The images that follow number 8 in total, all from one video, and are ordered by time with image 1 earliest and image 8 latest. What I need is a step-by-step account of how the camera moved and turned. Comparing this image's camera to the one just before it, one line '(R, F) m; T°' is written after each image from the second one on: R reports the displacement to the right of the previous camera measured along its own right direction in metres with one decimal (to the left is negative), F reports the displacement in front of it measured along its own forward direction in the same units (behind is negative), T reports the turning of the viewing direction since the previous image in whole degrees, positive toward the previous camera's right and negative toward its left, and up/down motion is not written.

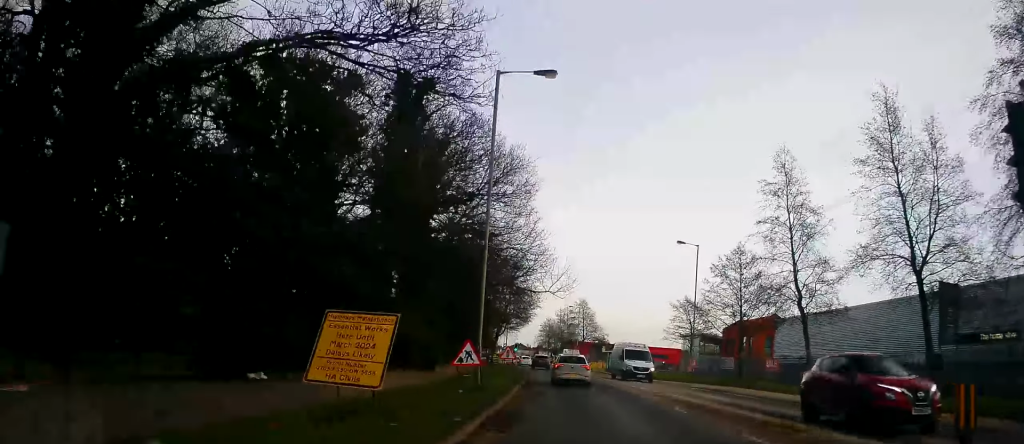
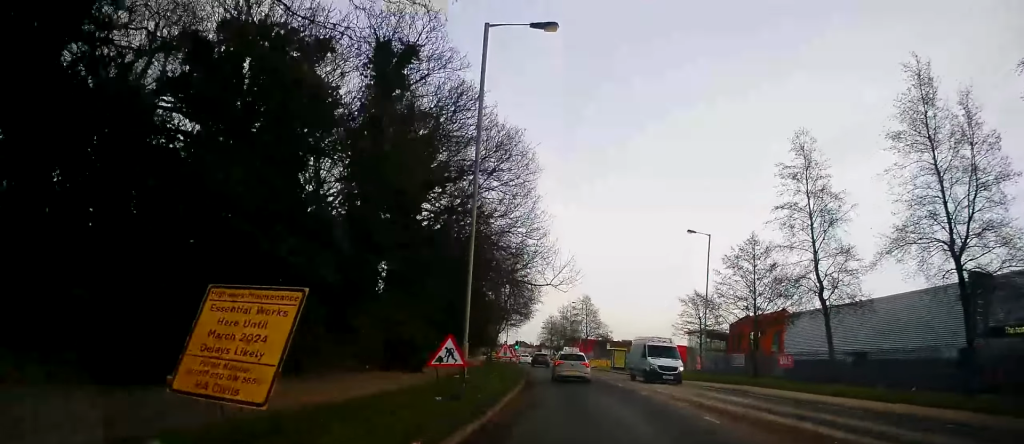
(0.0, +2.9) m; 0°
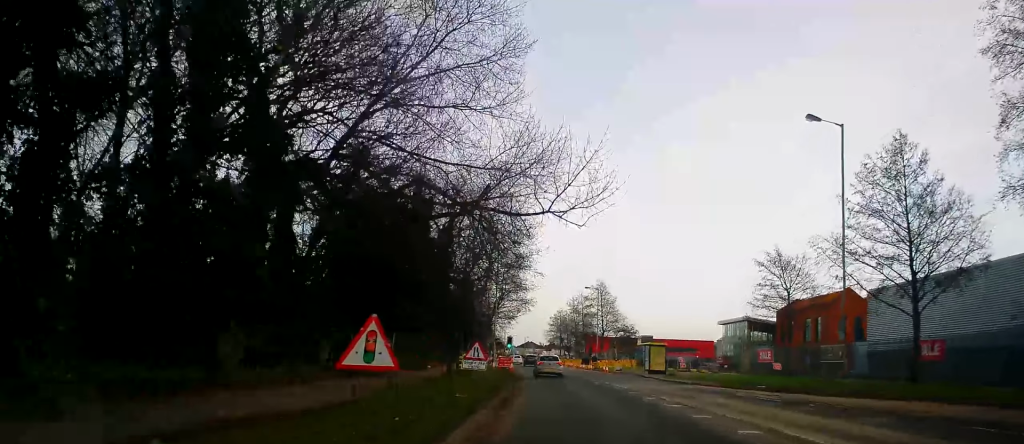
(-0.4, +20.6) m; -3°
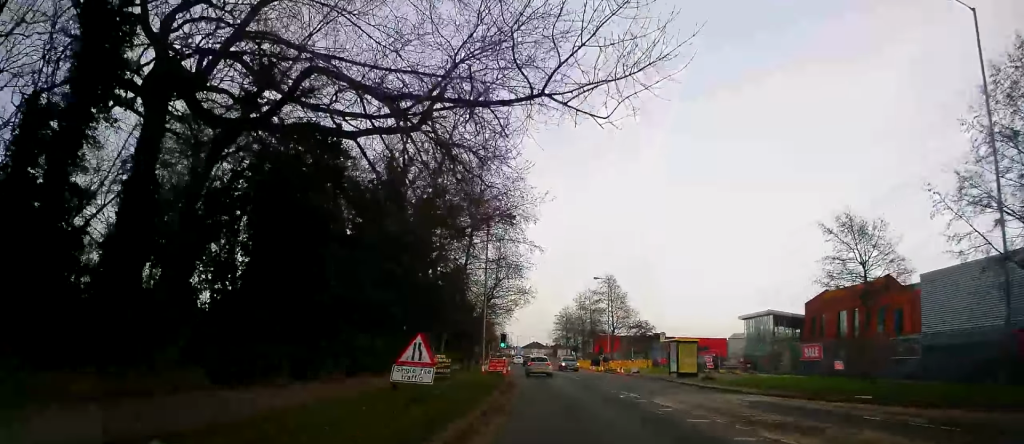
(-0.1, +9.1) m; -1°
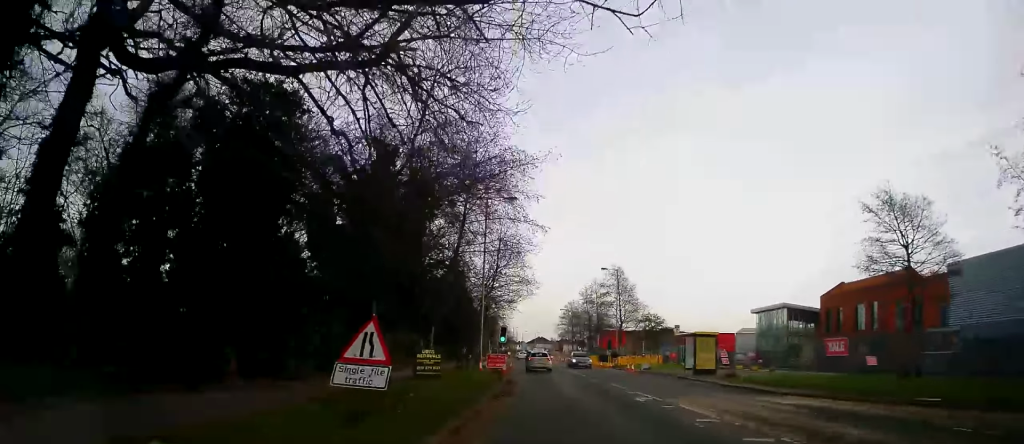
(0.0, +3.4) m; 0°
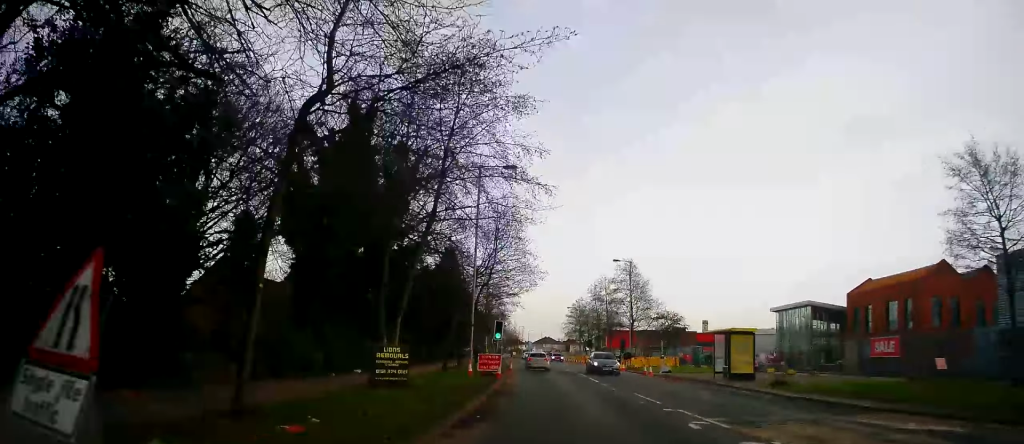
(-0.1, +5.7) m; -1°
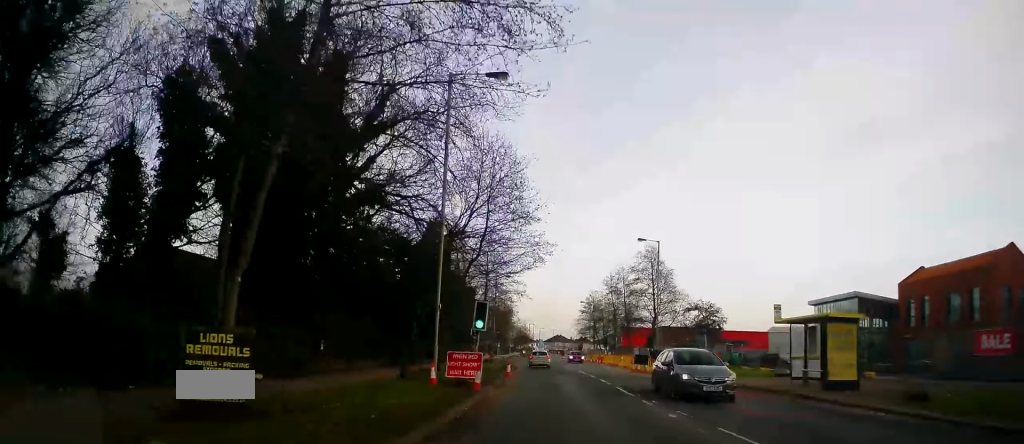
(0.0, +9.4) m; +2°
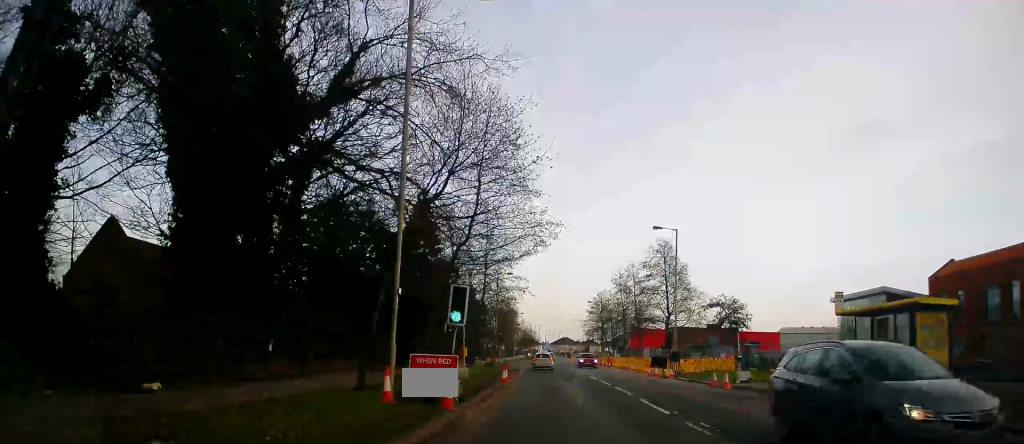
(+0.1, +4.9) m; -1°
